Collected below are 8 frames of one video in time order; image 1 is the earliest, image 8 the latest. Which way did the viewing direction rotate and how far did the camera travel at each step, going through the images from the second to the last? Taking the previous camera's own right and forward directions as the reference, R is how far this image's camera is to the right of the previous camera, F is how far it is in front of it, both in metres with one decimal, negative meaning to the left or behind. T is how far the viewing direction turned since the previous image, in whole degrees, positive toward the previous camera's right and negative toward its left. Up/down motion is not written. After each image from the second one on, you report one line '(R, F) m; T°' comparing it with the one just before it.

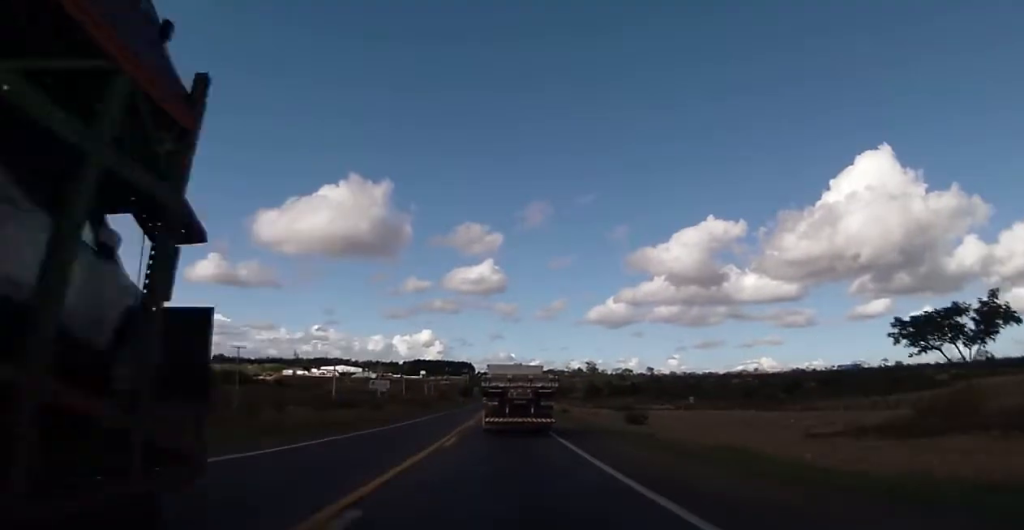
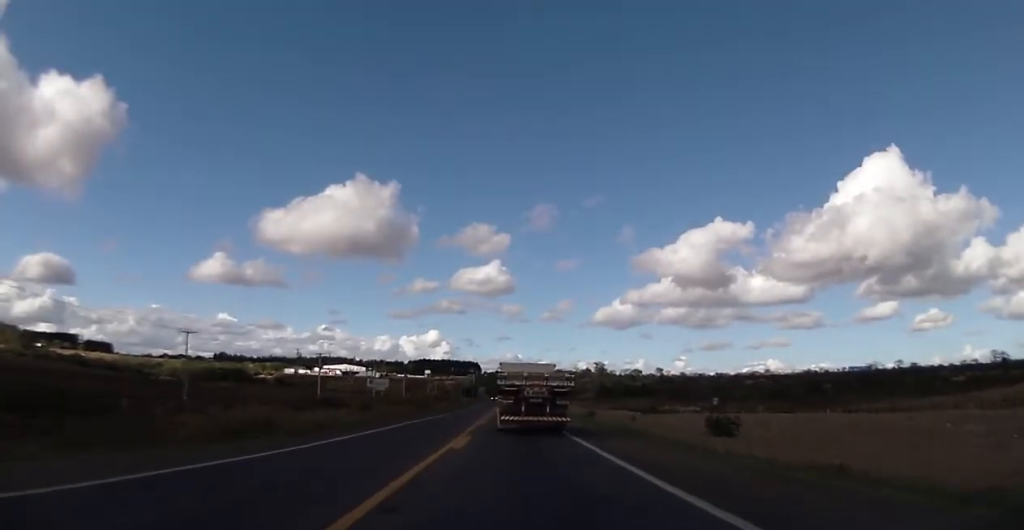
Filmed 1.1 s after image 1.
(-0.1, +18.7) m; -1°
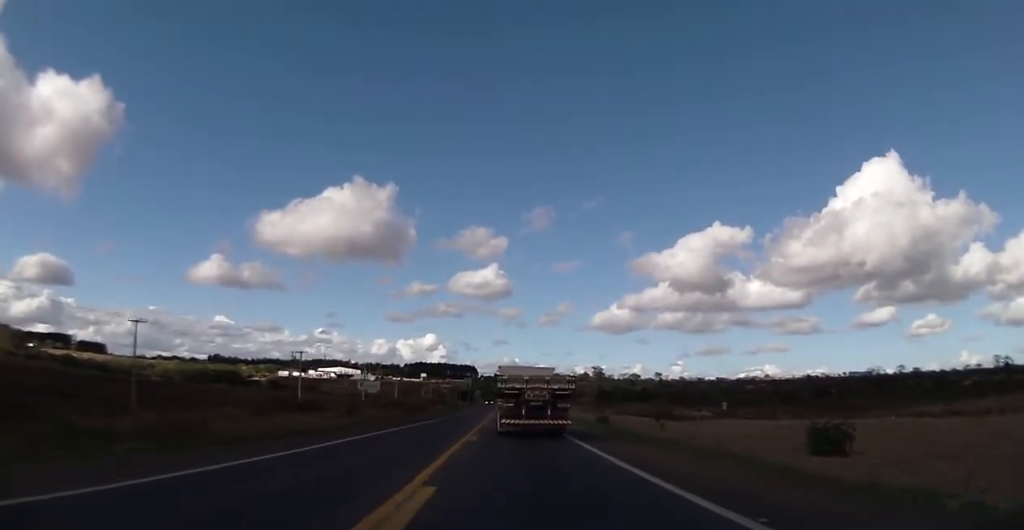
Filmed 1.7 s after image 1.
(-0.2, +11.5) m; 0°
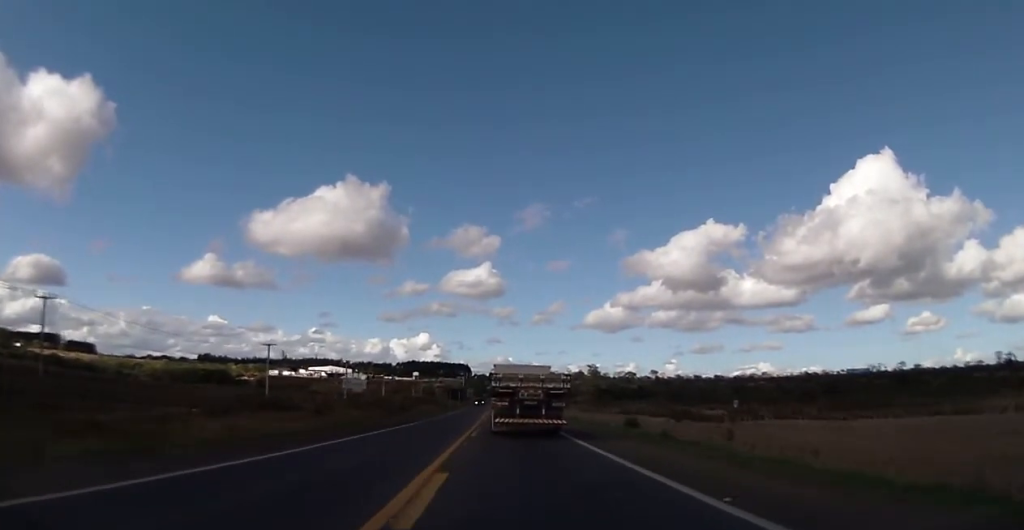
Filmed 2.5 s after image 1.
(+0.1, +14.9) m; 0°
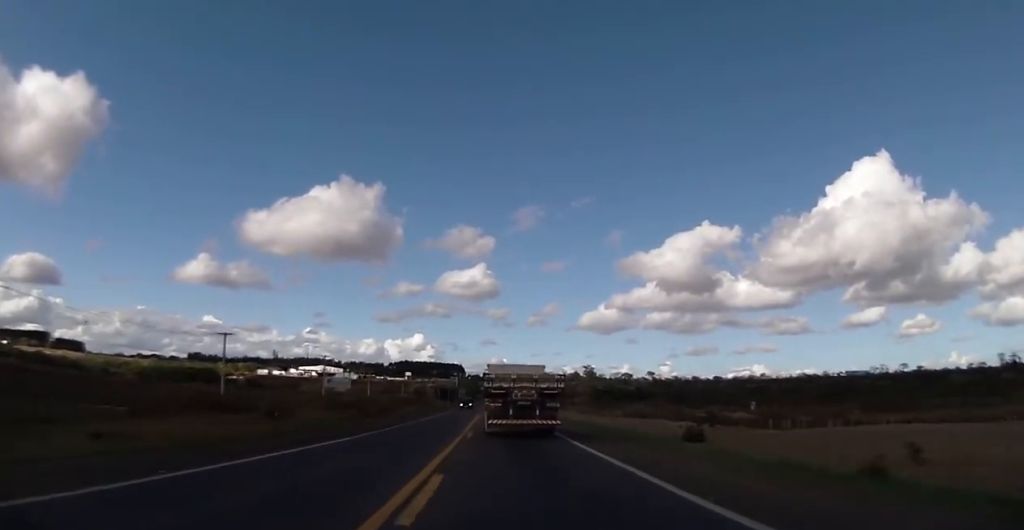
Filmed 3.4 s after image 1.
(+0.1, +16.4) m; +1°
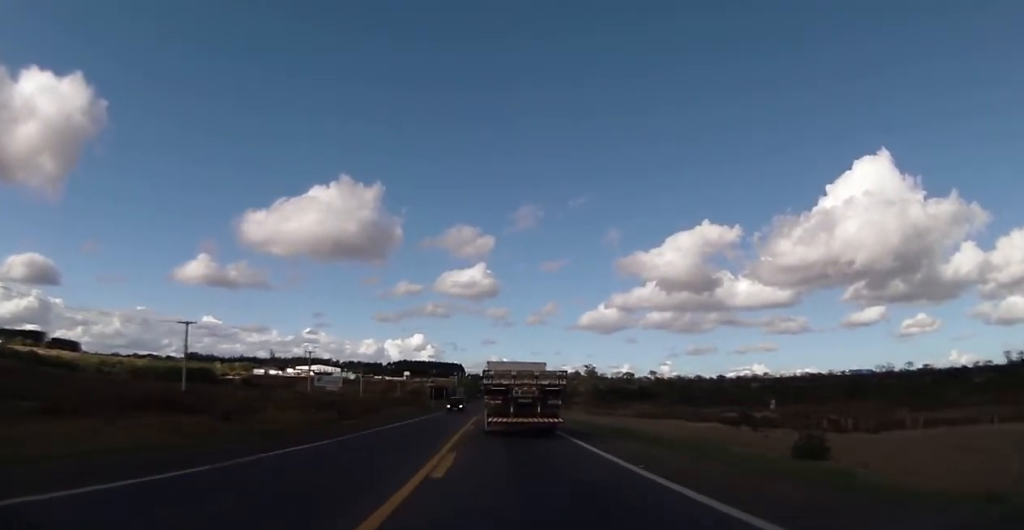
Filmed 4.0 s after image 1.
(0.0, +12.3) m; 0°
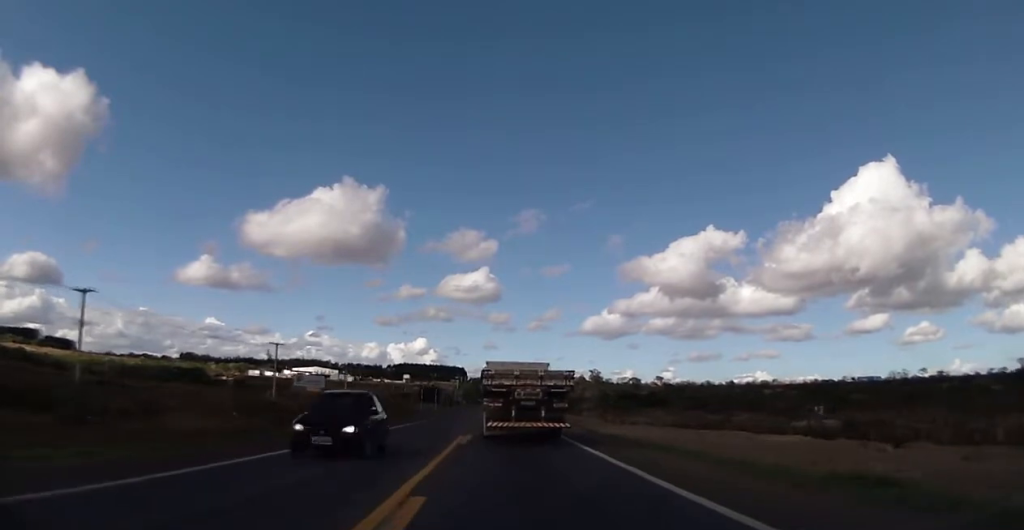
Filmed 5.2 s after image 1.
(+0.1, +23.3) m; -1°
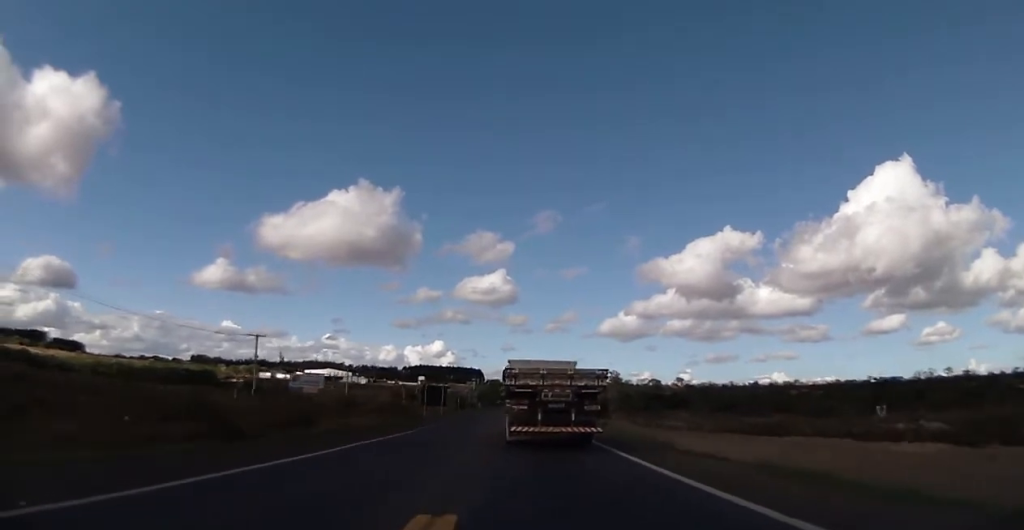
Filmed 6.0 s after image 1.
(-0.3, +17.9) m; -1°
